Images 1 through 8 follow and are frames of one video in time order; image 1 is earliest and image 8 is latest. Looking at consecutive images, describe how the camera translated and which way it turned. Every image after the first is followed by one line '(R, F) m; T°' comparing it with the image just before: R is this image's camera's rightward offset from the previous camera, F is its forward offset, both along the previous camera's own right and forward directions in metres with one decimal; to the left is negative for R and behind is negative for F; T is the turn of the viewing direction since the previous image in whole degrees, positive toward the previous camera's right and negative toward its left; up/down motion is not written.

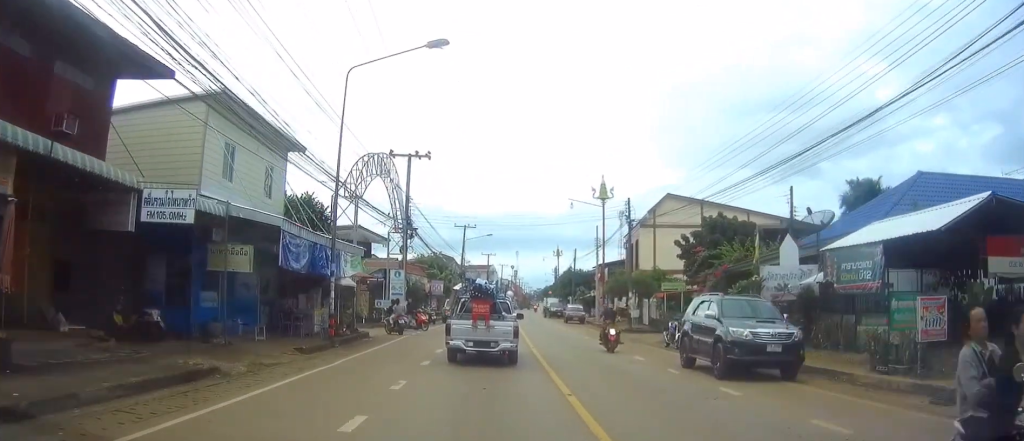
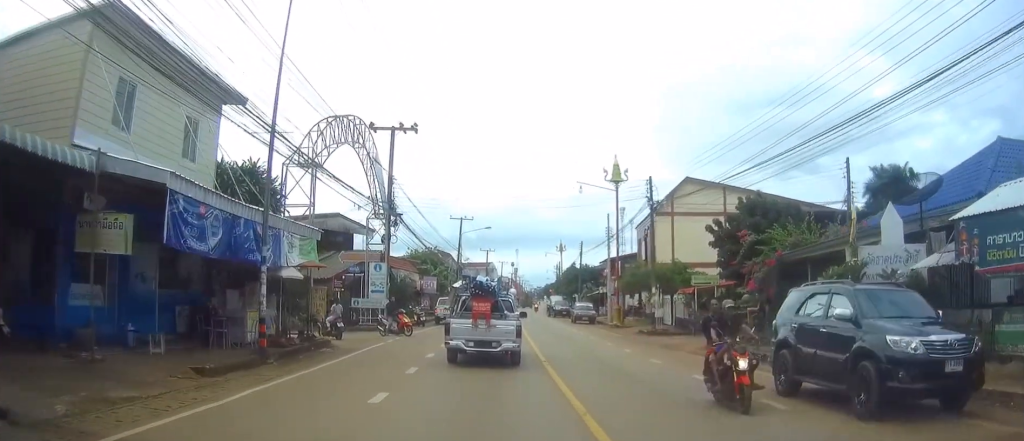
(-0.1, +6.2) m; +1°
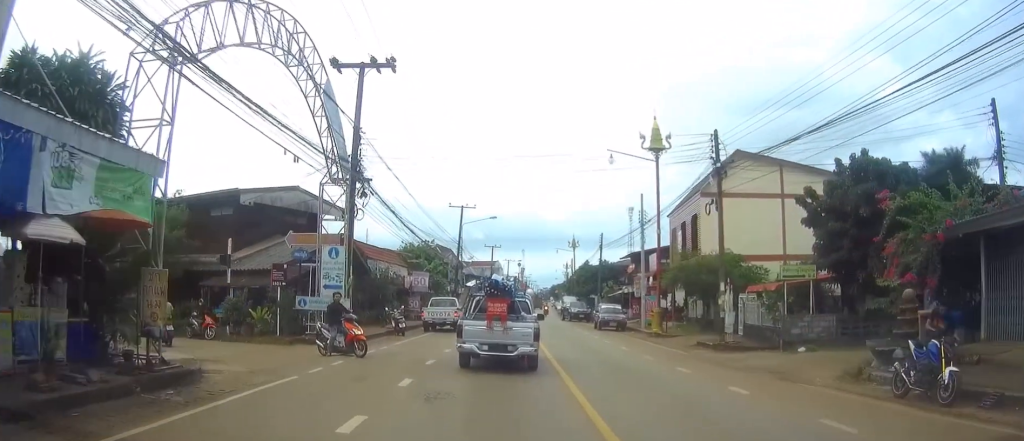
(+0.3, +9.8) m; +1°
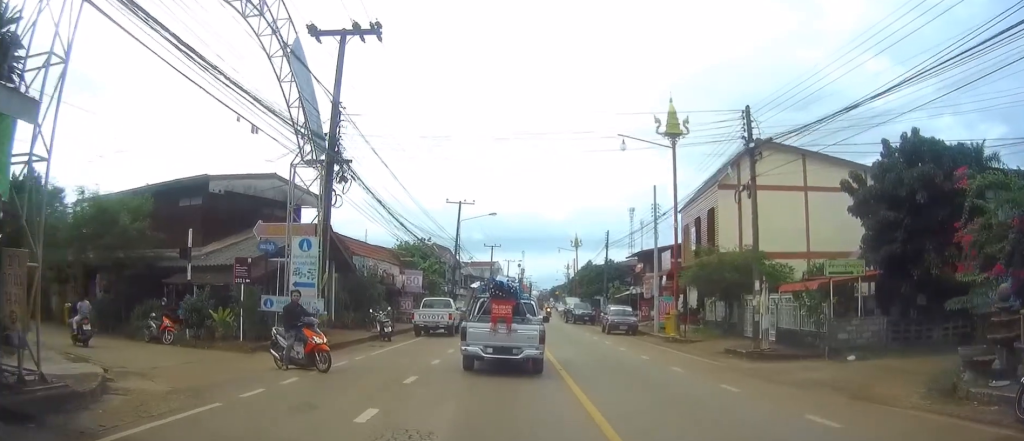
(-0.1, +3.6) m; 0°
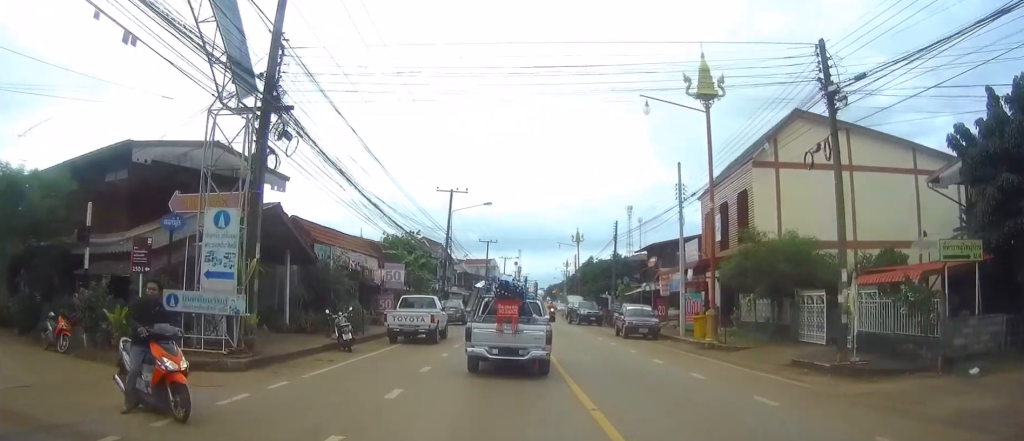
(0.0, +5.8) m; +1°
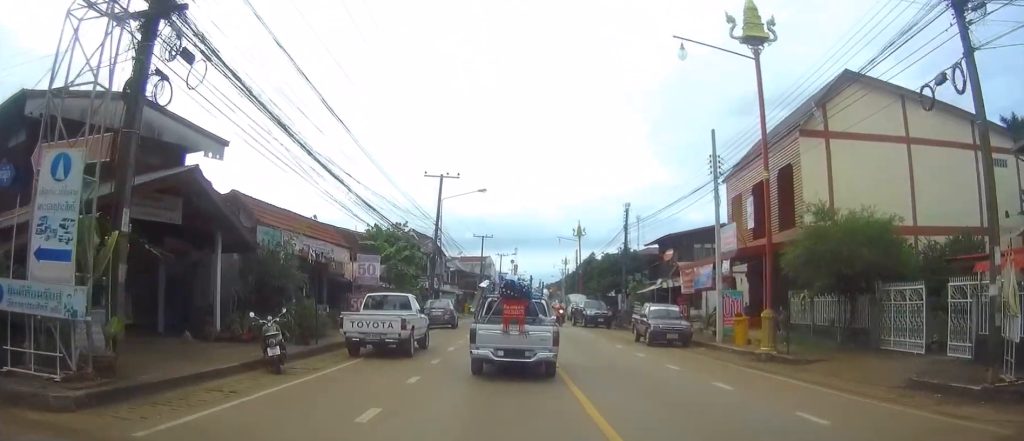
(+0.1, +5.7) m; 0°
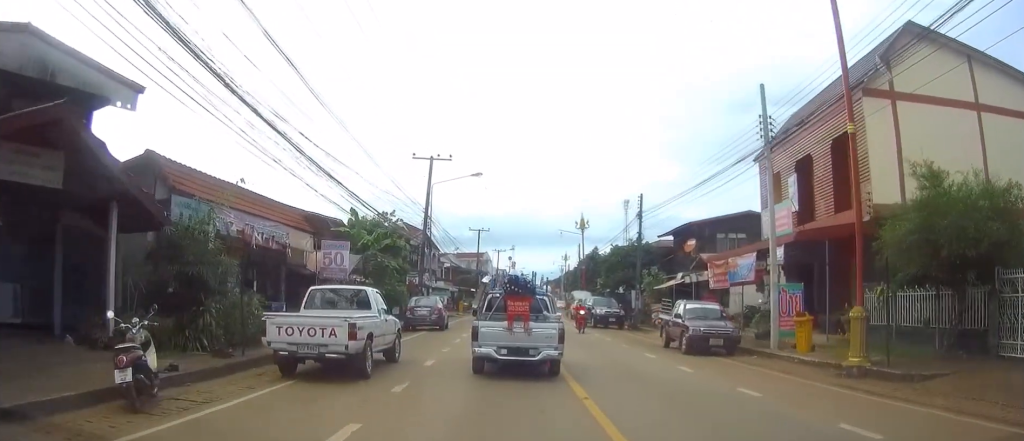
(0.0, +5.3) m; -1°
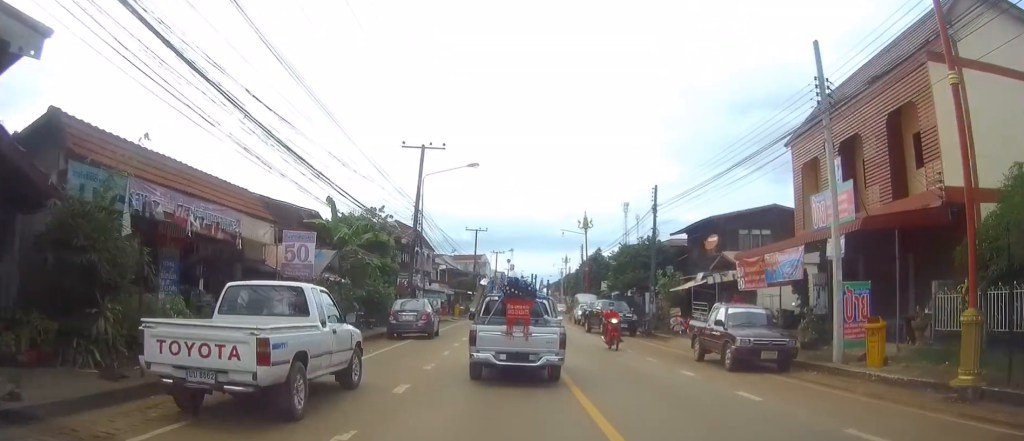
(-0.1, +3.8) m; -1°
